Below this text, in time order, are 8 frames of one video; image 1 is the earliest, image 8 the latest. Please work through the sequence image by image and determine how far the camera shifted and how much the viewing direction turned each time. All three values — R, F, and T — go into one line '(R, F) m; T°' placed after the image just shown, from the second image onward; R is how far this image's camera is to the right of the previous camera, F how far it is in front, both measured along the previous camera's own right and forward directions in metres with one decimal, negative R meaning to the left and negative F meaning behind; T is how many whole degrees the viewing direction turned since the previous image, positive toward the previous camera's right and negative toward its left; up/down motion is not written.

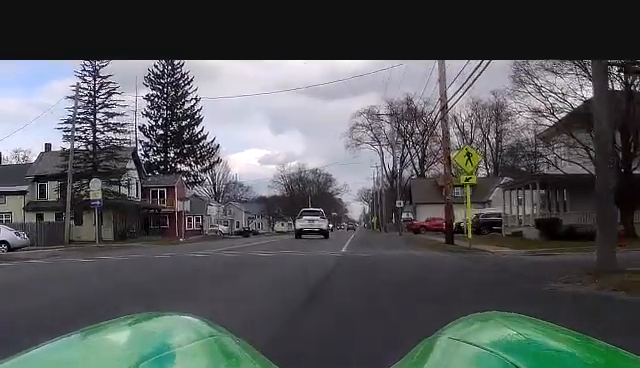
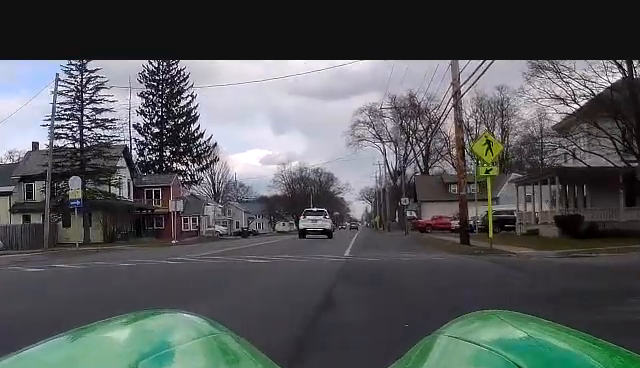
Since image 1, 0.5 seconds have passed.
(0.0, +3.6) m; 0°
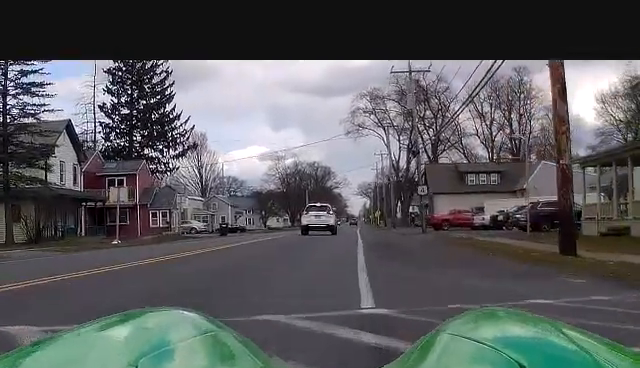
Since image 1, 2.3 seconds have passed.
(0.0, +14.3) m; -1°
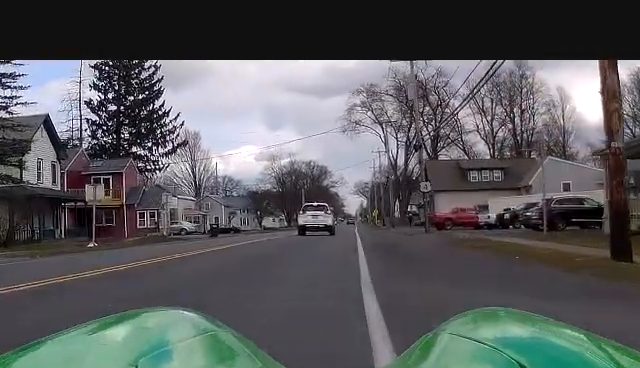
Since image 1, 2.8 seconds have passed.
(0.0, +3.5) m; 0°
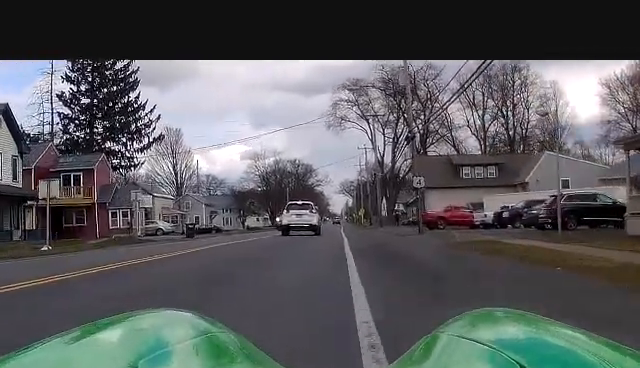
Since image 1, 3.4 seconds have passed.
(0.0, +4.3) m; 0°
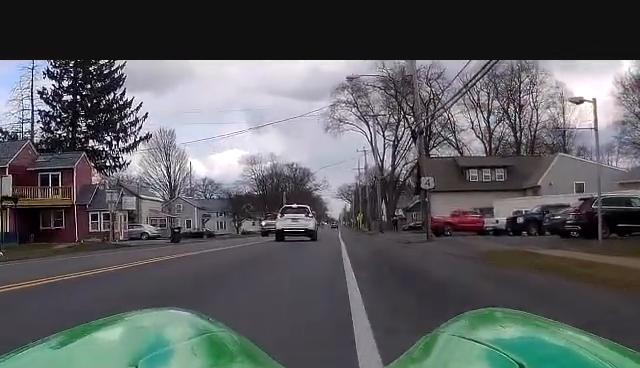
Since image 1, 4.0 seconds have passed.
(0.0, +4.8) m; +2°
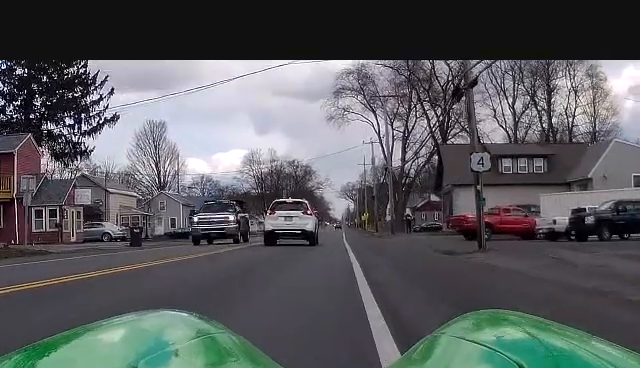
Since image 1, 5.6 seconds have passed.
(+0.2, +12.7) m; -2°
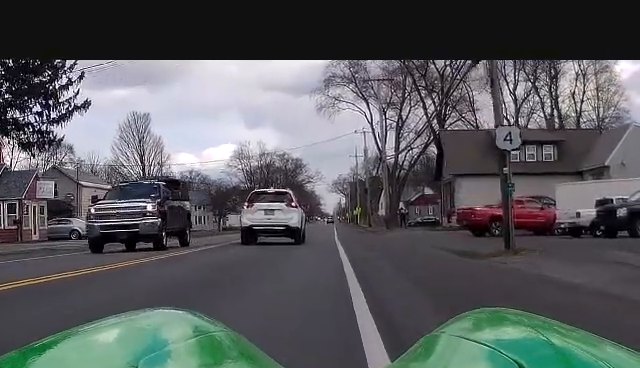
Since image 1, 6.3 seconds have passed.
(-0.3, +5.3) m; -2°
